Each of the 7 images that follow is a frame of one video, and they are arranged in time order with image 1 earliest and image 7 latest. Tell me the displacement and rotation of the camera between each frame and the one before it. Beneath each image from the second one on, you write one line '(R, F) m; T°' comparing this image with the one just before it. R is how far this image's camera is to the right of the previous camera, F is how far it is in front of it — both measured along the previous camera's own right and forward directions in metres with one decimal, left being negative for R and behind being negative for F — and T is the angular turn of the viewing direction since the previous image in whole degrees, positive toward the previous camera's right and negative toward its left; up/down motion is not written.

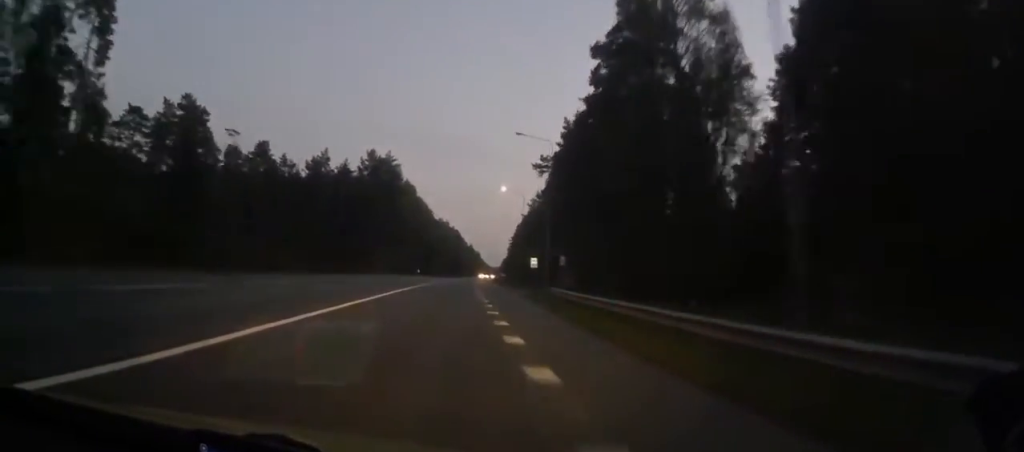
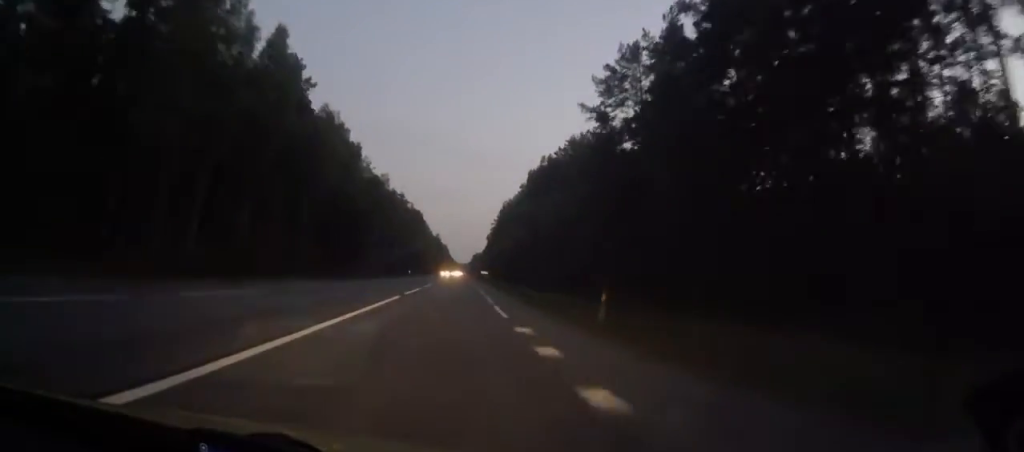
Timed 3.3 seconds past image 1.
(+3.7, +95.2) m; +4°
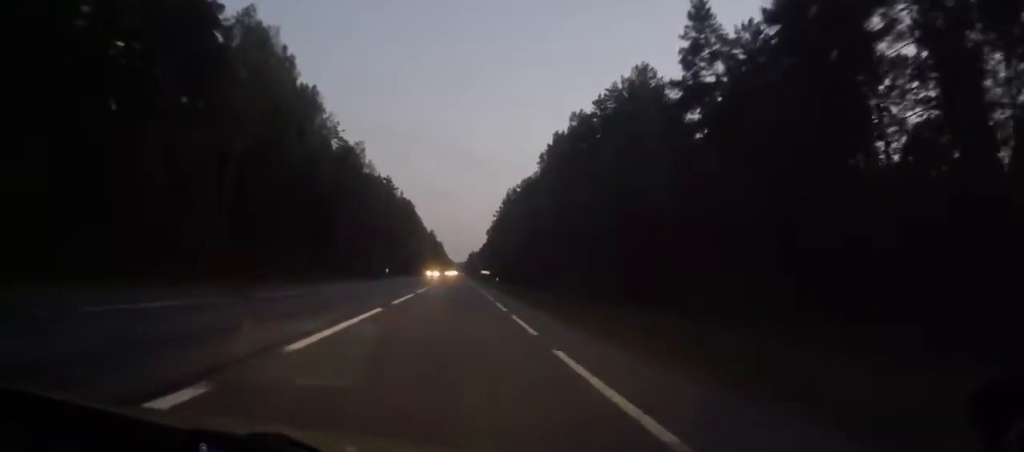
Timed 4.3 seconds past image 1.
(+0.3, +31.6) m; +1°
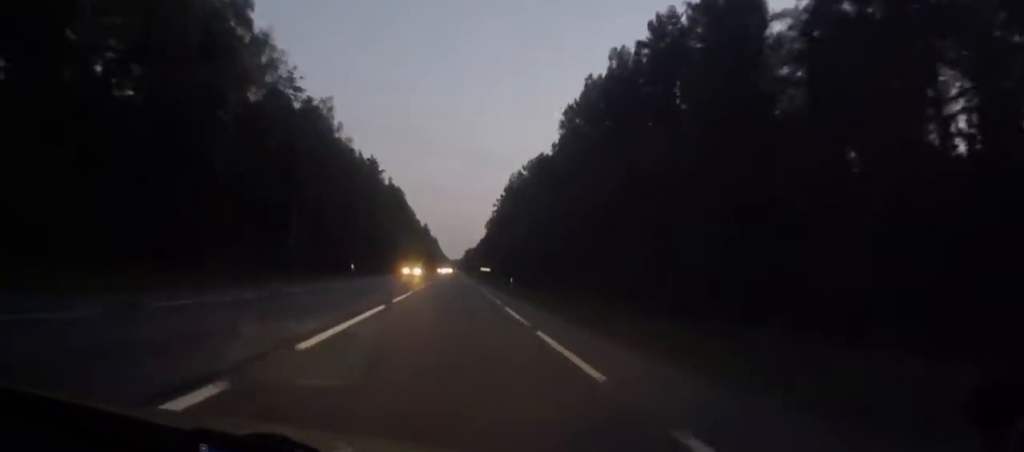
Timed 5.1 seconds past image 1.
(+0.3, +23.6) m; +1°
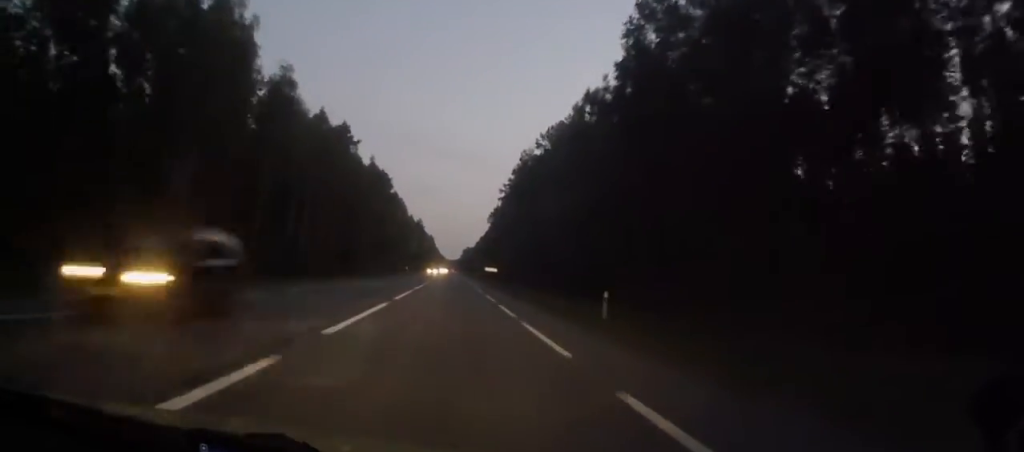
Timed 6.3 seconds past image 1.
(+0.1, +33.6) m; 0°
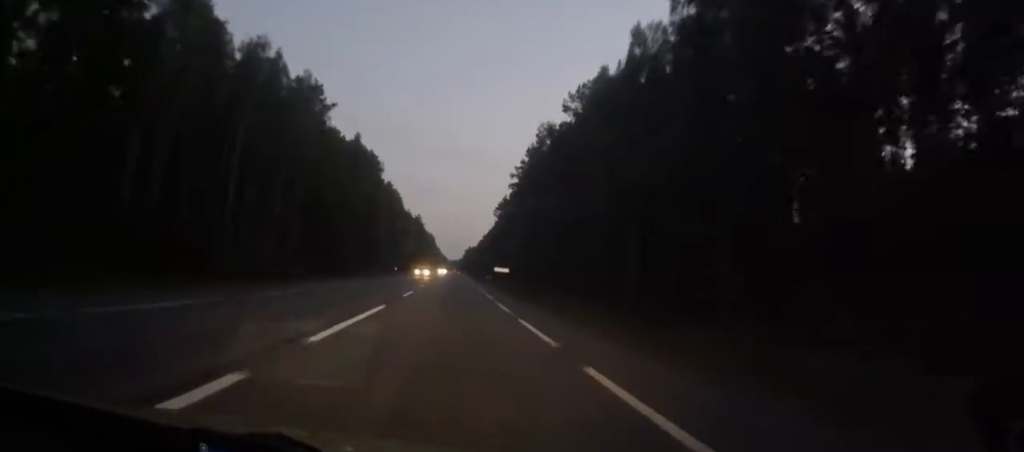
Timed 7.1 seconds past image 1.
(0.0, +24.8) m; 0°
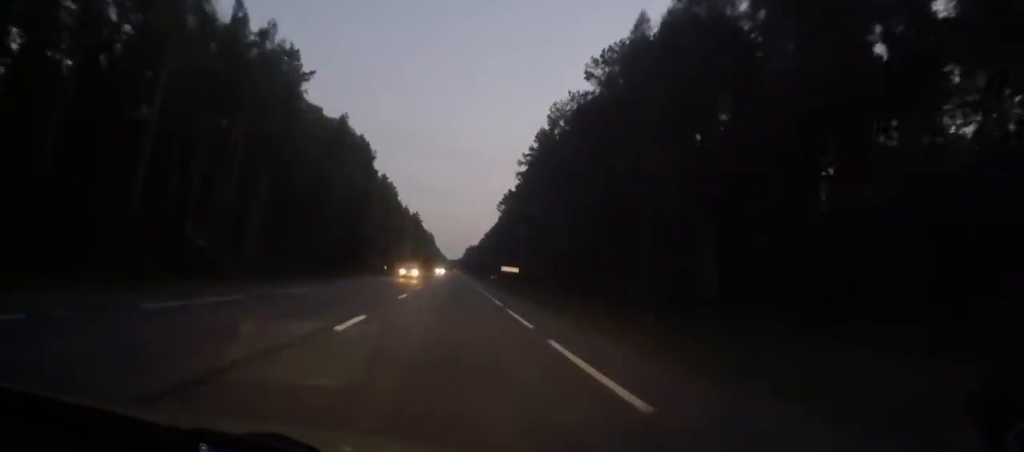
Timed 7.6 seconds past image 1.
(0.0, +13.9) m; 0°
